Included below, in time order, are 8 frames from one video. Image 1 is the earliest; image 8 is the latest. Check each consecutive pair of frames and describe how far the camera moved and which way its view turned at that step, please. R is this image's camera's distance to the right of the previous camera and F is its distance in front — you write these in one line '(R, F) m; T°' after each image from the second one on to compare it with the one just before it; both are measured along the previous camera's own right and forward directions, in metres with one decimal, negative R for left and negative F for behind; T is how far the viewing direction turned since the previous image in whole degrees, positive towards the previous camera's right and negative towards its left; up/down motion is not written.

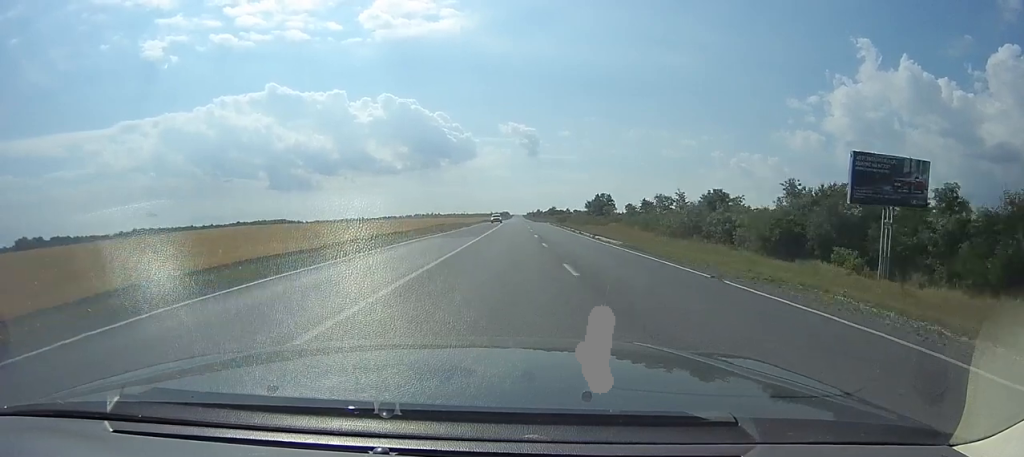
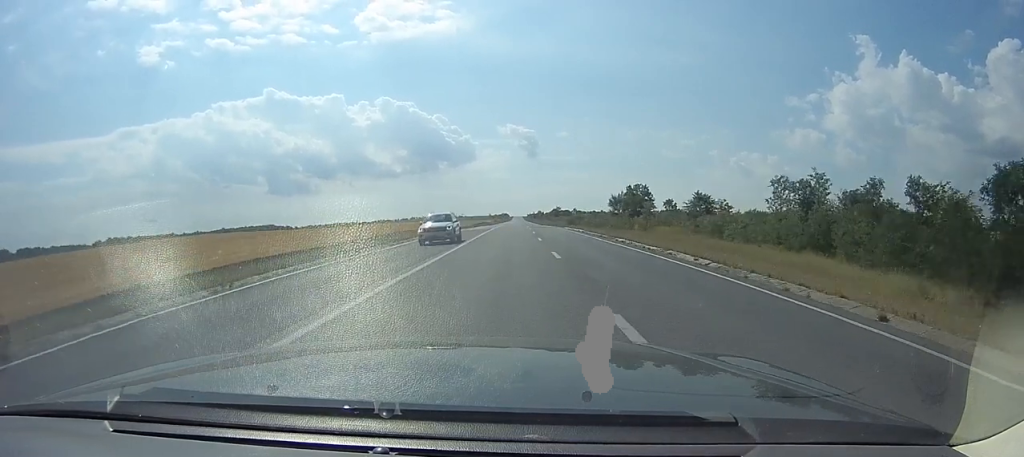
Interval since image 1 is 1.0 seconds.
(-0.1, +45.1) m; 0°
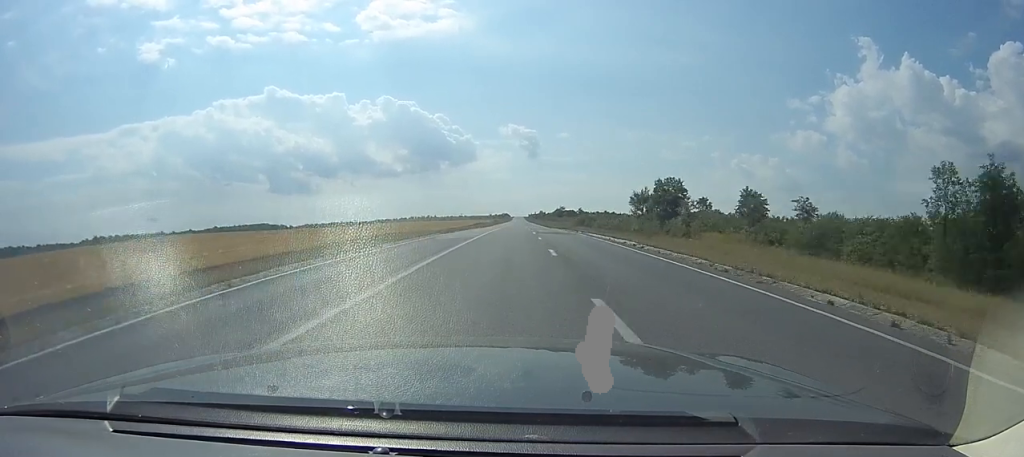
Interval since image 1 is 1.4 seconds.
(+0.3, +20.7) m; 0°
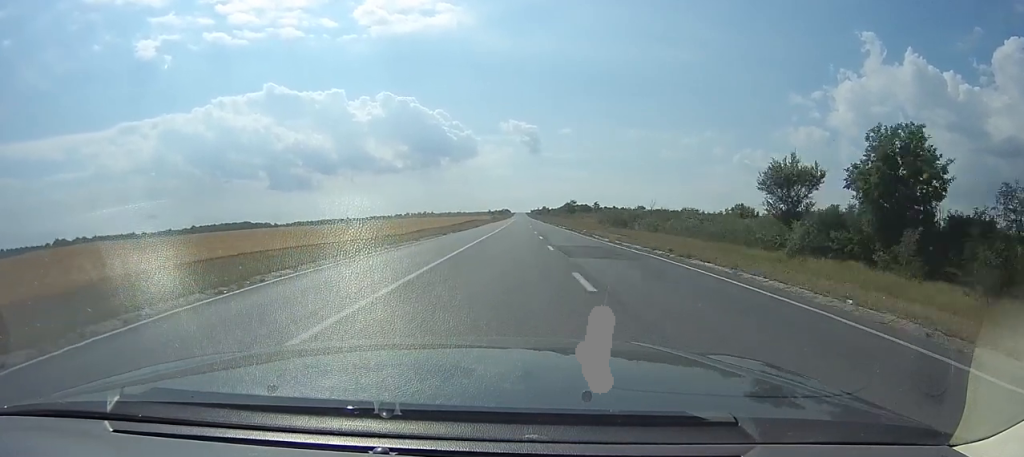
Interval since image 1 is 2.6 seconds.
(-0.6, +56.8) m; 0°
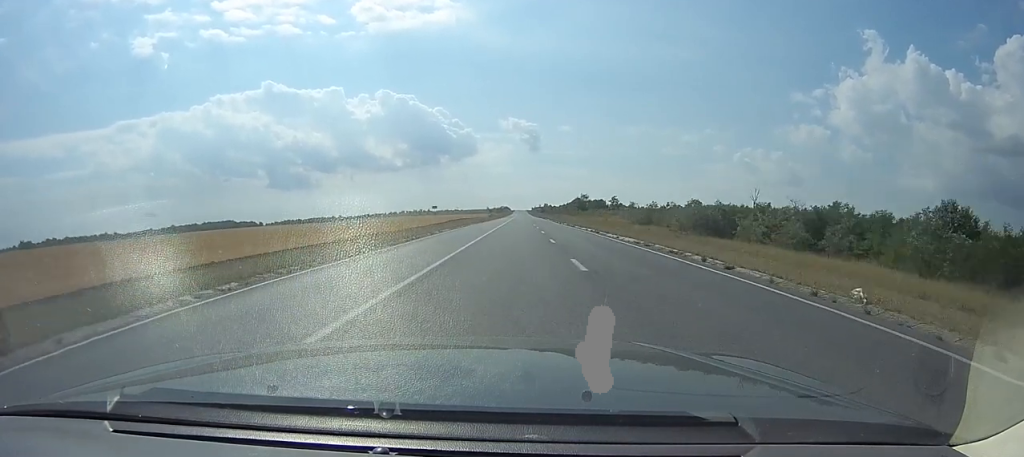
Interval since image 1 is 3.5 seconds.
(+0.9, +43.9) m; +1°
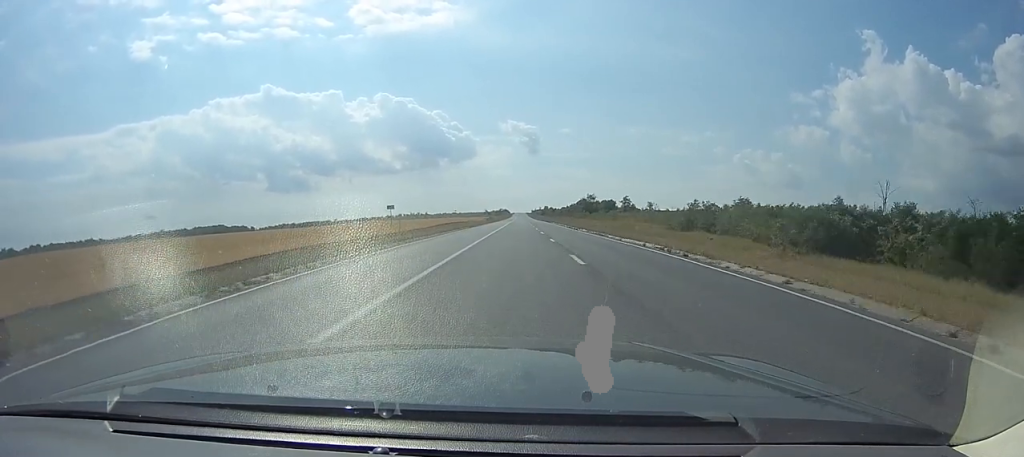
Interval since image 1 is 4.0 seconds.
(-0.1, +22.9) m; 0°
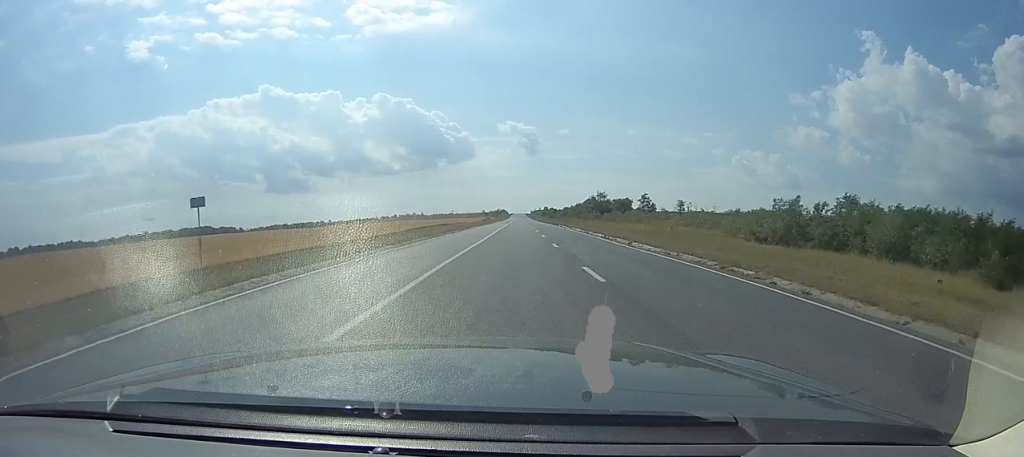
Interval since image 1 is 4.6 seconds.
(0.0, +26.7) m; 0°
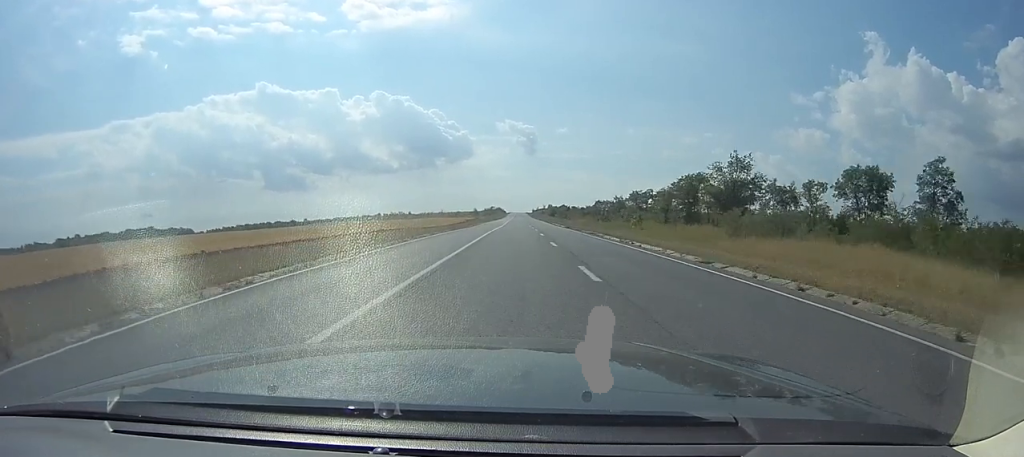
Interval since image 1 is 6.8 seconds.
(-0.8, +107.4) m; -1°
